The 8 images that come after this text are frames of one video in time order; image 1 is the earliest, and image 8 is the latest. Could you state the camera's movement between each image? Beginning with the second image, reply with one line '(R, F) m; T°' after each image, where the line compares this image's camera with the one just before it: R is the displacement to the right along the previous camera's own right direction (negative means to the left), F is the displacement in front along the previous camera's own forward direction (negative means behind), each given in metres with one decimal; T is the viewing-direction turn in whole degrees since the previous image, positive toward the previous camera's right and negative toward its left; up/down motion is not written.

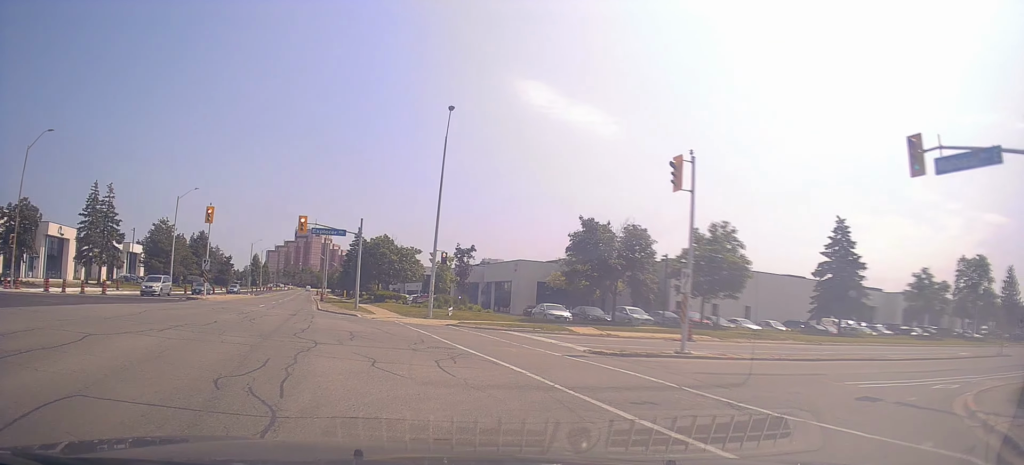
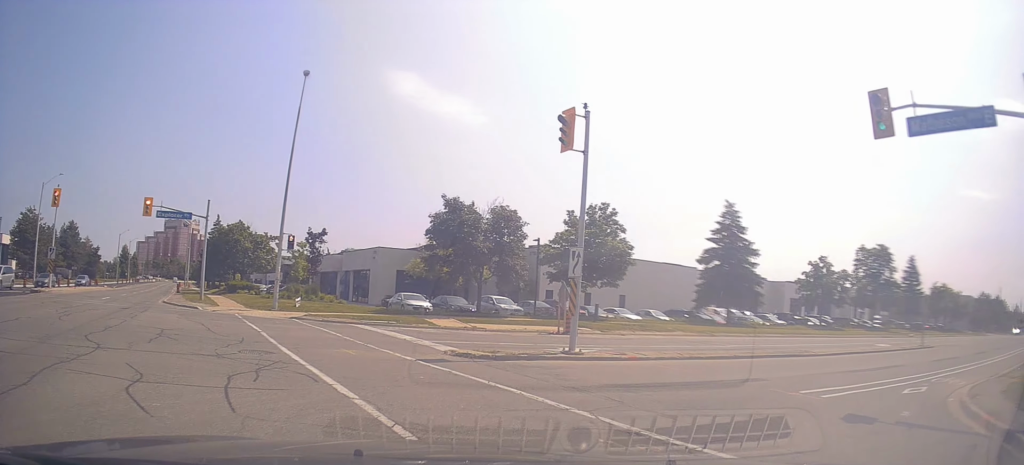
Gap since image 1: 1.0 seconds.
(+0.2, +2.5) m; +8°
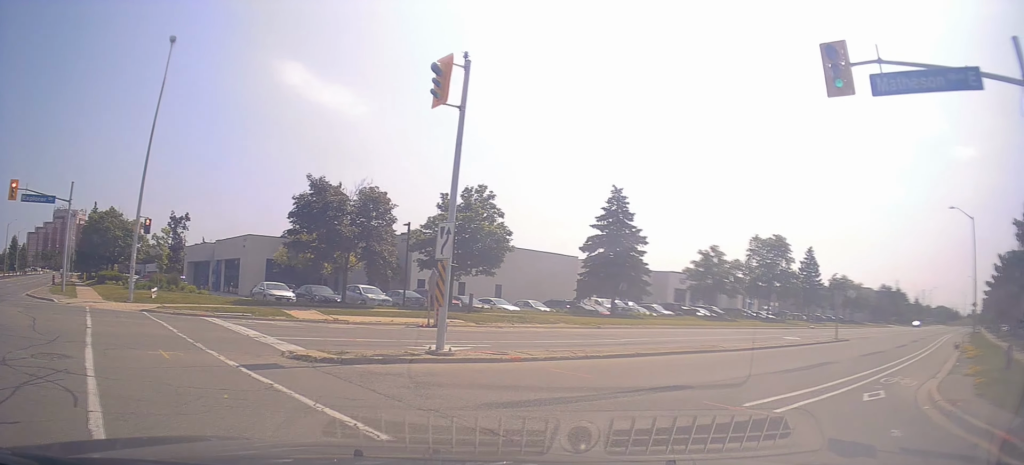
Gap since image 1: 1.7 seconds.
(+0.1, +1.9) m; +5°
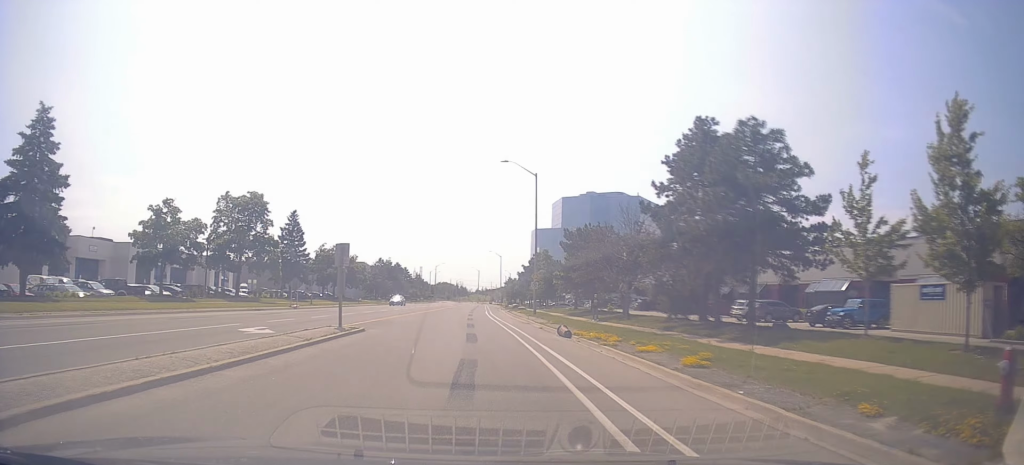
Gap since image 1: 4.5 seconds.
(+6.3, +11.4) m; +51°
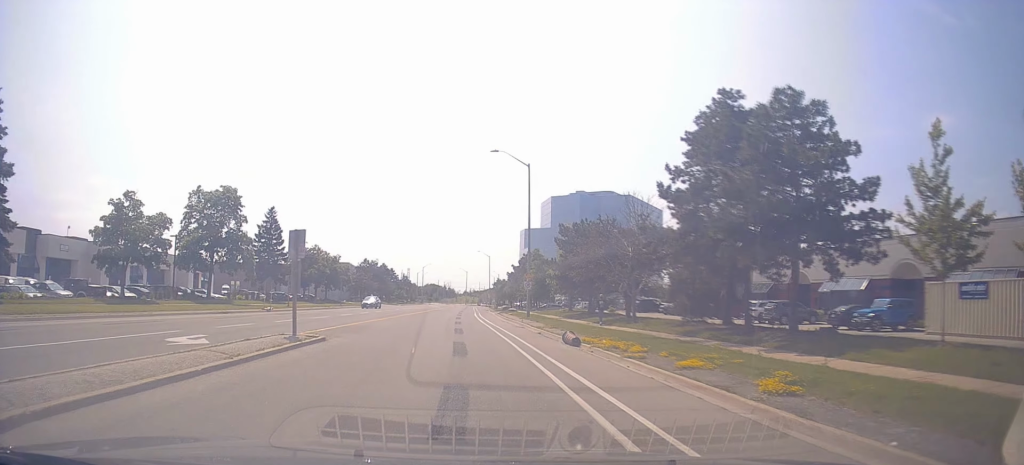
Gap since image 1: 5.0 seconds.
(+0.2, +3.7) m; +5°
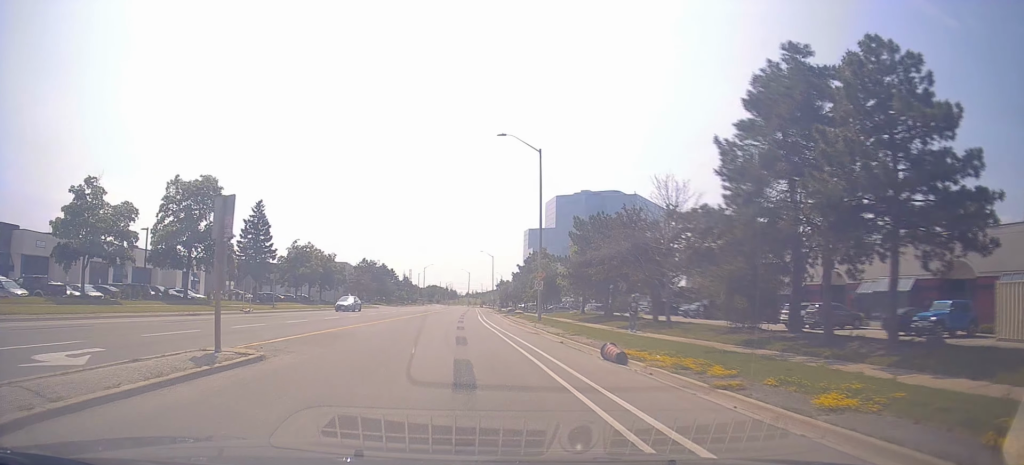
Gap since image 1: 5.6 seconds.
(-0.1, +4.5) m; +5°
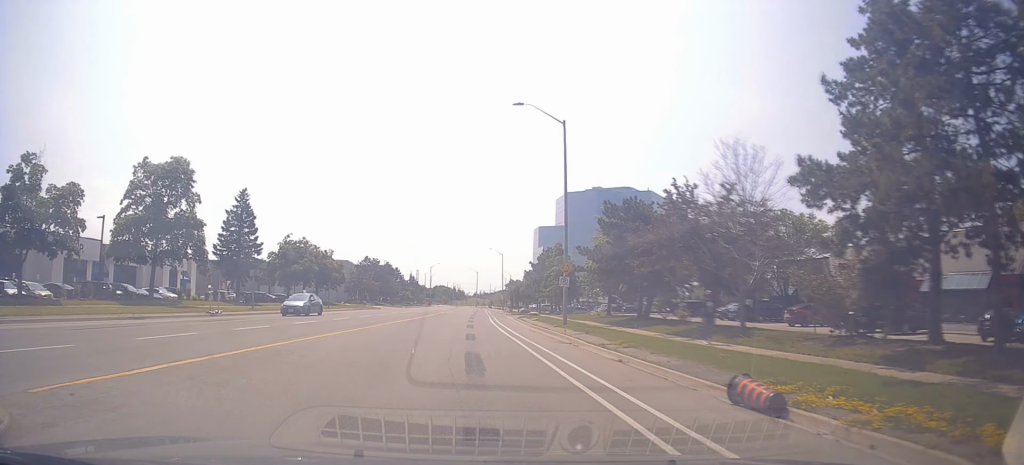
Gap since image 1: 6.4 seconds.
(+0.5, +6.4) m; +1°
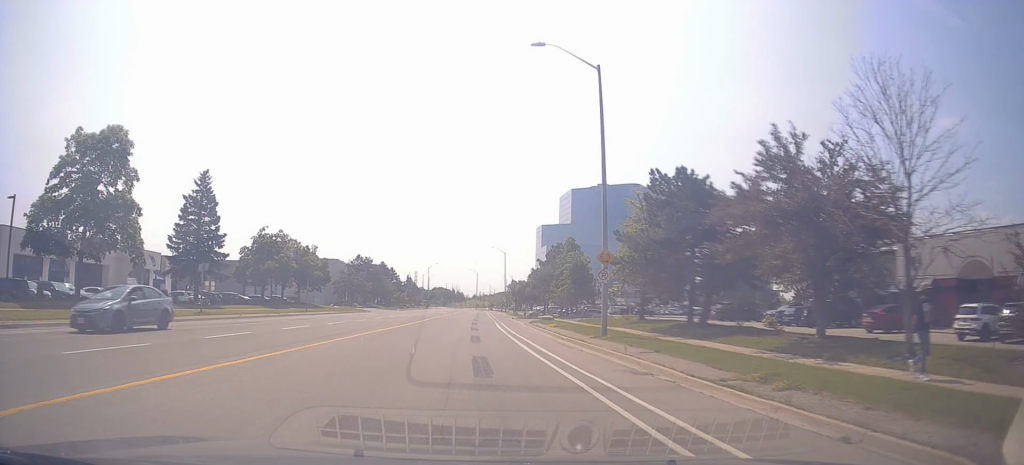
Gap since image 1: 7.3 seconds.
(-0.2, +8.6) m; -2°
